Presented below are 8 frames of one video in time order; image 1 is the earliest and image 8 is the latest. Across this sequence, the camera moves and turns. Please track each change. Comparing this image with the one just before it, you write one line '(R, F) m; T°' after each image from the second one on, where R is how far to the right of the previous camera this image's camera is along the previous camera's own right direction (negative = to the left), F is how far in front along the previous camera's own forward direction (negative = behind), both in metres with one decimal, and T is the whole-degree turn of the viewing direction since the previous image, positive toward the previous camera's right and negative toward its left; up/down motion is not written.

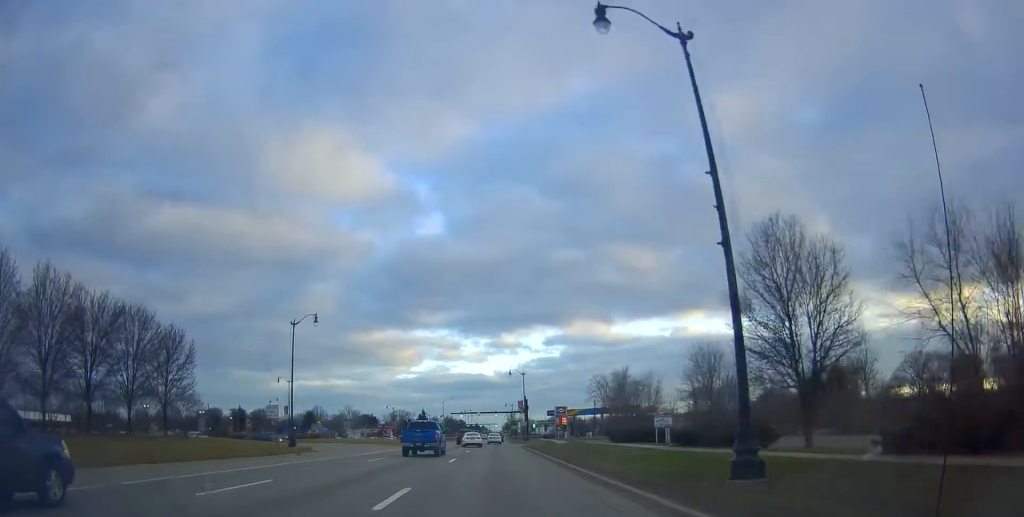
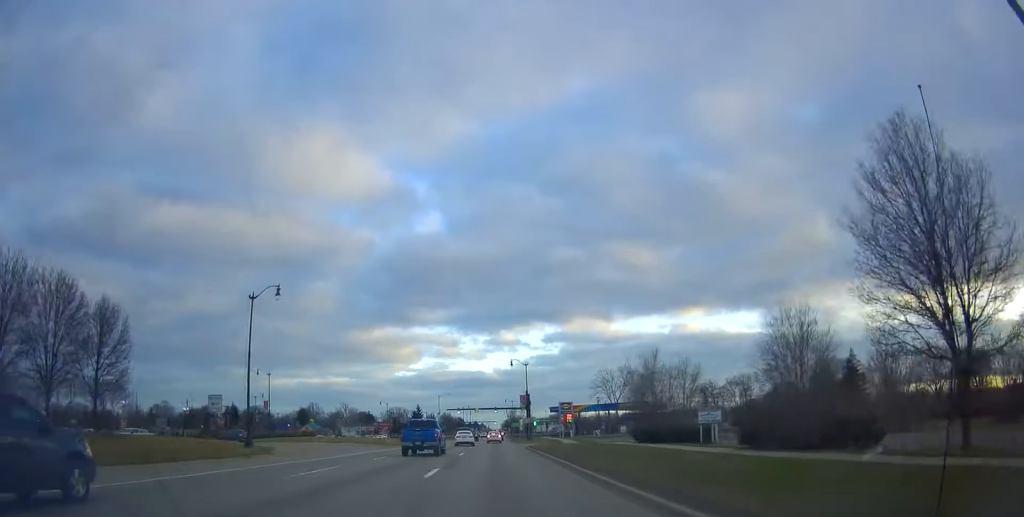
(-0.2, +9.0) m; 0°
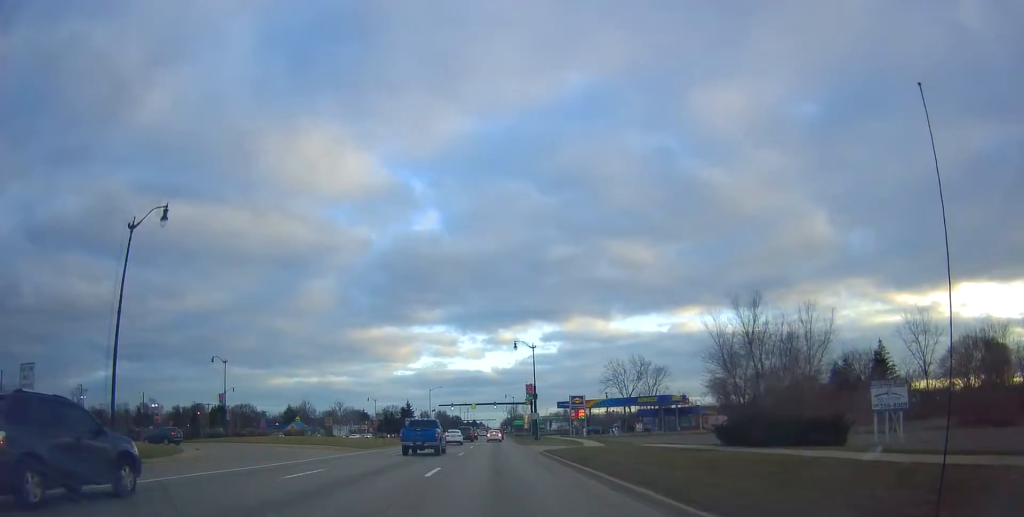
(+0.6, +15.8) m; +1°
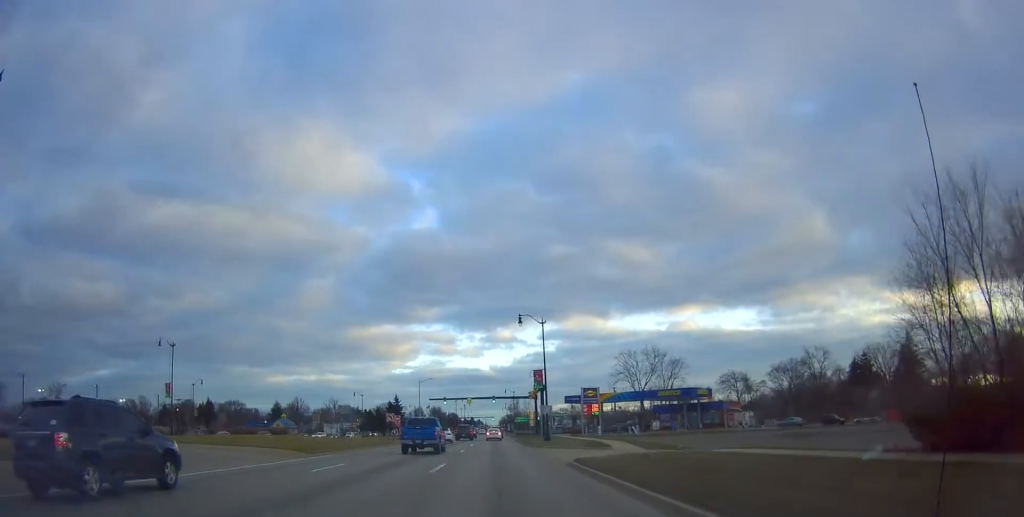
(-0.2, +13.7) m; 0°
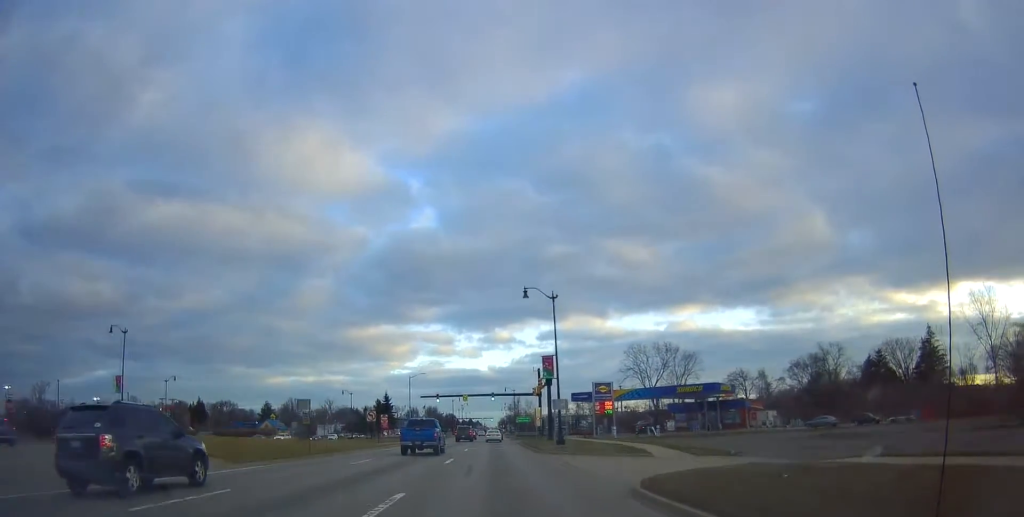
(0.0, +9.9) m; 0°
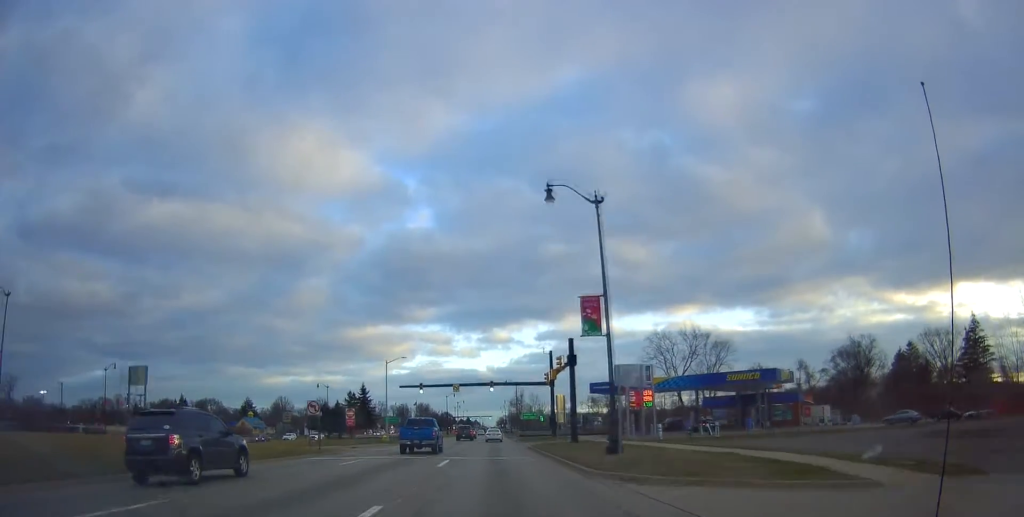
(+0.3, +18.1) m; 0°
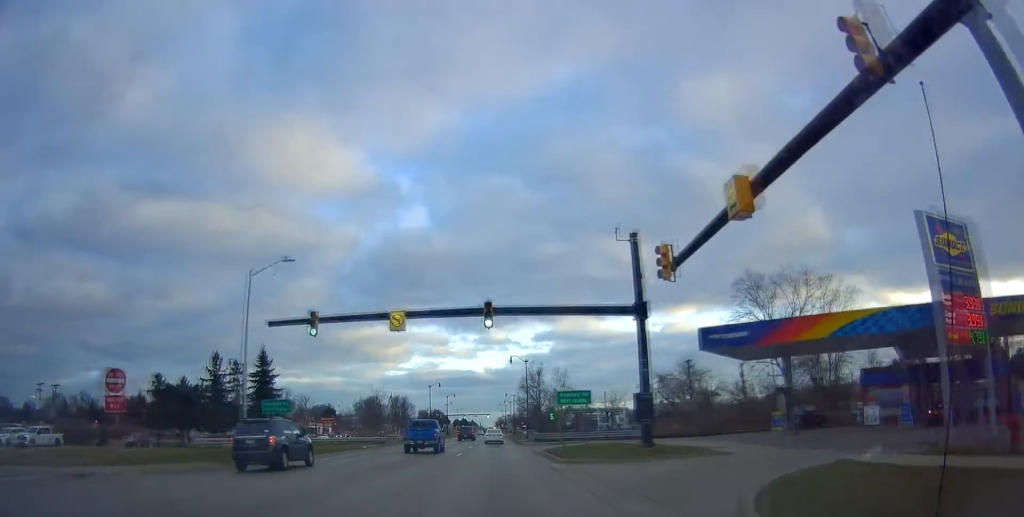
(-1.2, +37.9) m; -1°
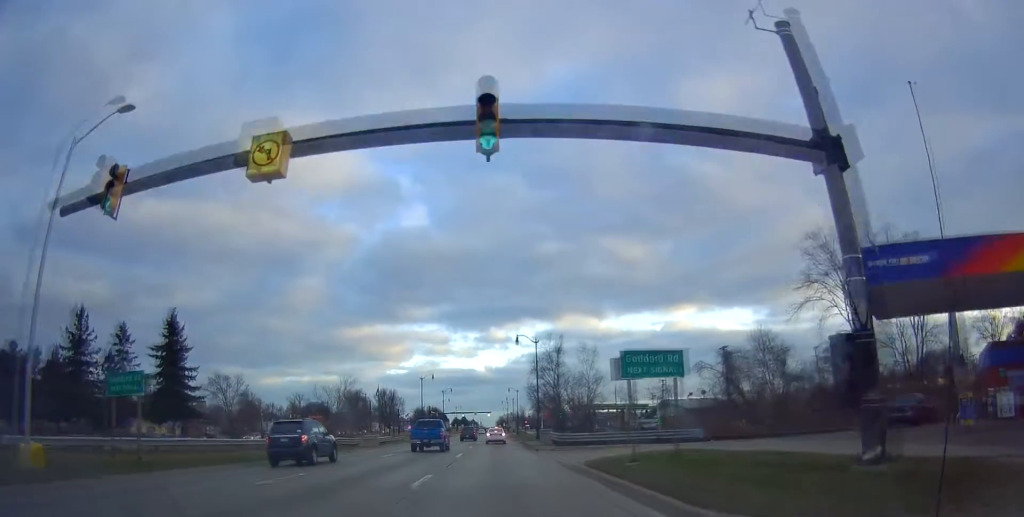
(+0.4, +15.3) m; +1°
